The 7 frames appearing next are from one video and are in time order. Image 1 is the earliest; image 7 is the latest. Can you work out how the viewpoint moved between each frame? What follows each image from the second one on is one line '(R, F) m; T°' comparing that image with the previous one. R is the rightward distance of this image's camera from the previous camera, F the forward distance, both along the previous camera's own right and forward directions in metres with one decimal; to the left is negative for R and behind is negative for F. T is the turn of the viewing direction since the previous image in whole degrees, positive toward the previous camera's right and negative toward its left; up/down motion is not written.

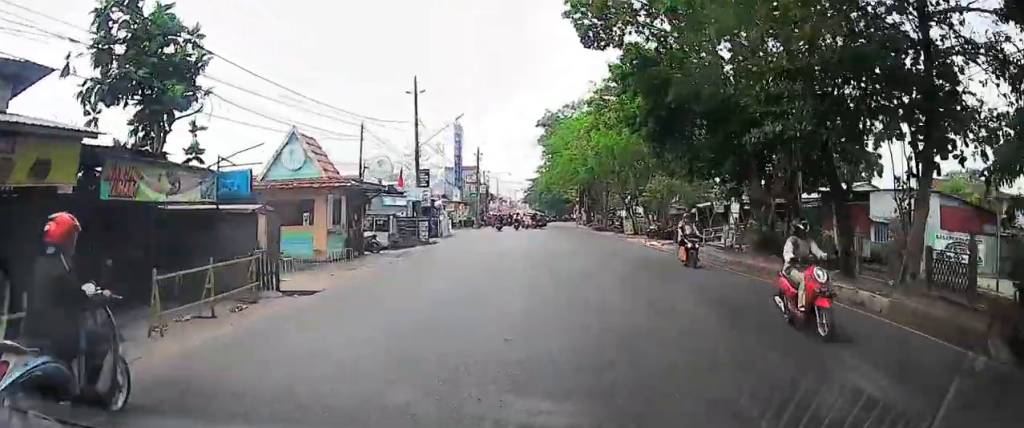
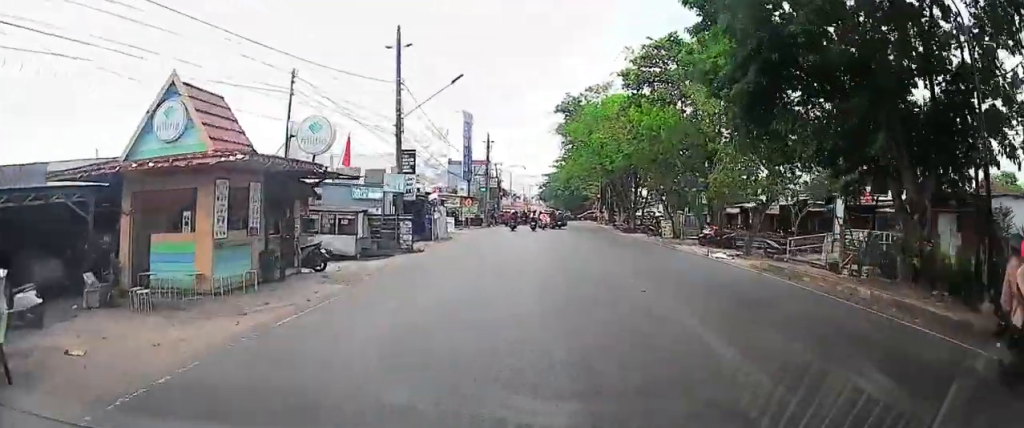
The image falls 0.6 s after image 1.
(0.0, +10.0) m; 0°
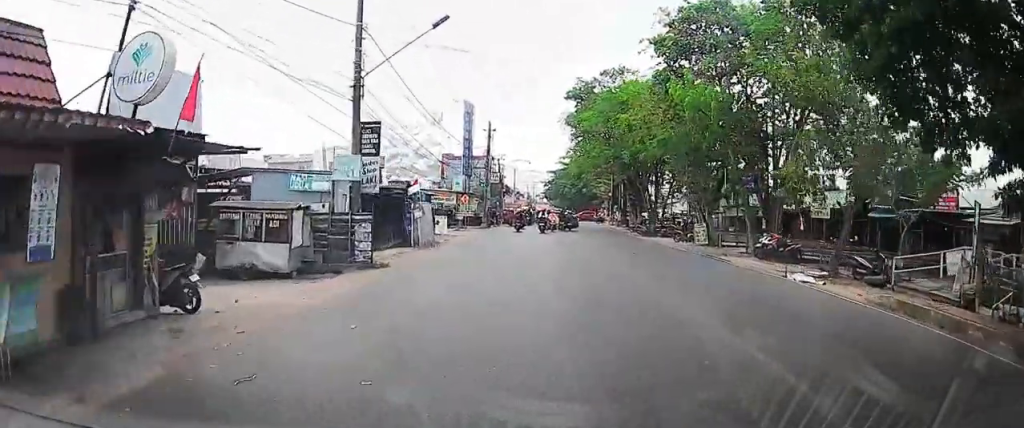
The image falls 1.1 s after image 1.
(0.0, +8.6) m; 0°
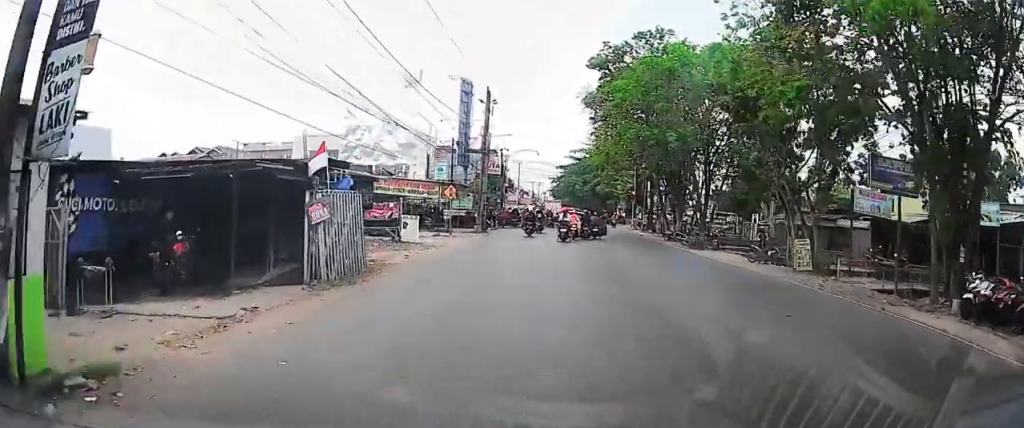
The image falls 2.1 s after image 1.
(0.0, +15.9) m; 0°
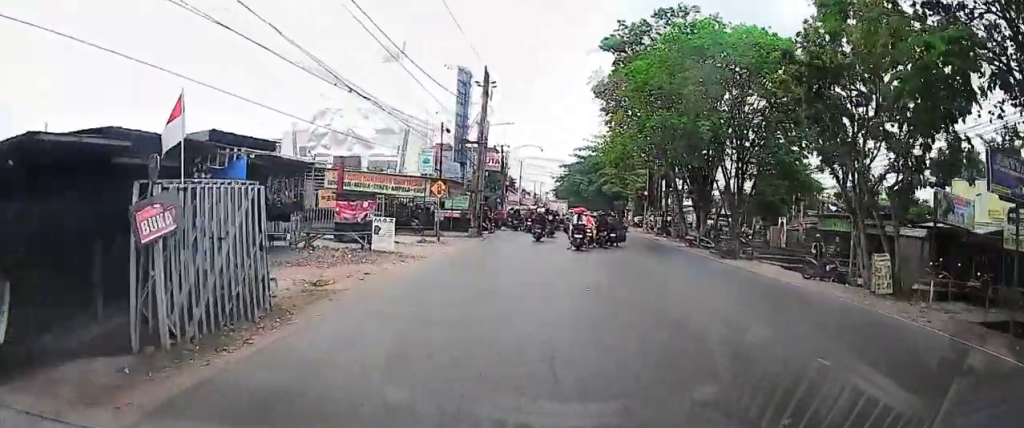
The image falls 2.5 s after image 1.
(0.0, +7.2) m; -1°
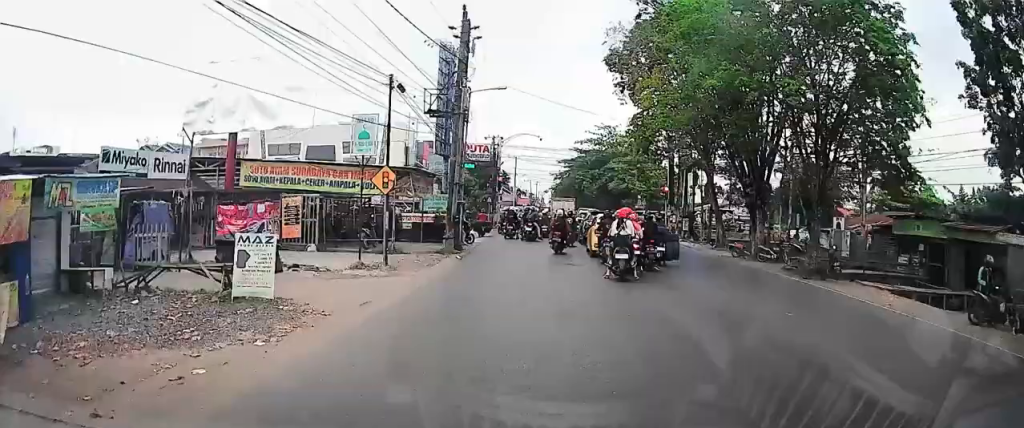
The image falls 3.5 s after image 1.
(-0.2, +14.3) m; -2°
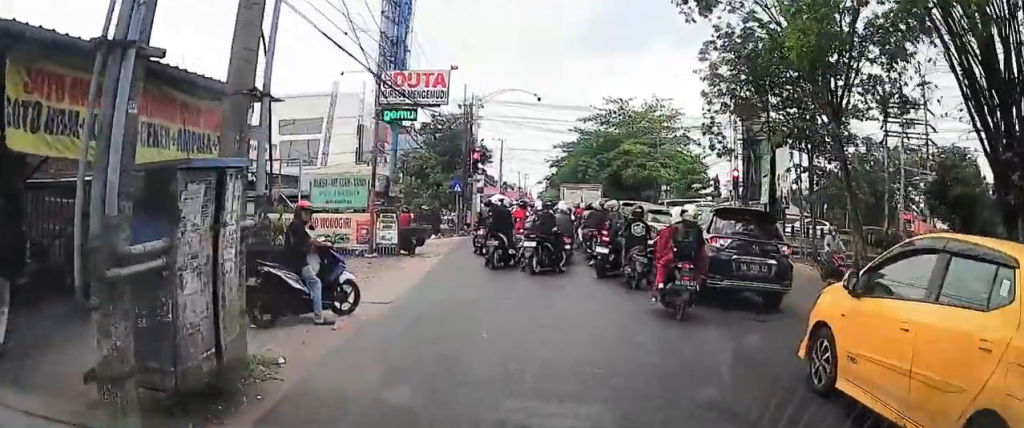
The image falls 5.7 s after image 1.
(-0.2, +26.3) m; +2°
